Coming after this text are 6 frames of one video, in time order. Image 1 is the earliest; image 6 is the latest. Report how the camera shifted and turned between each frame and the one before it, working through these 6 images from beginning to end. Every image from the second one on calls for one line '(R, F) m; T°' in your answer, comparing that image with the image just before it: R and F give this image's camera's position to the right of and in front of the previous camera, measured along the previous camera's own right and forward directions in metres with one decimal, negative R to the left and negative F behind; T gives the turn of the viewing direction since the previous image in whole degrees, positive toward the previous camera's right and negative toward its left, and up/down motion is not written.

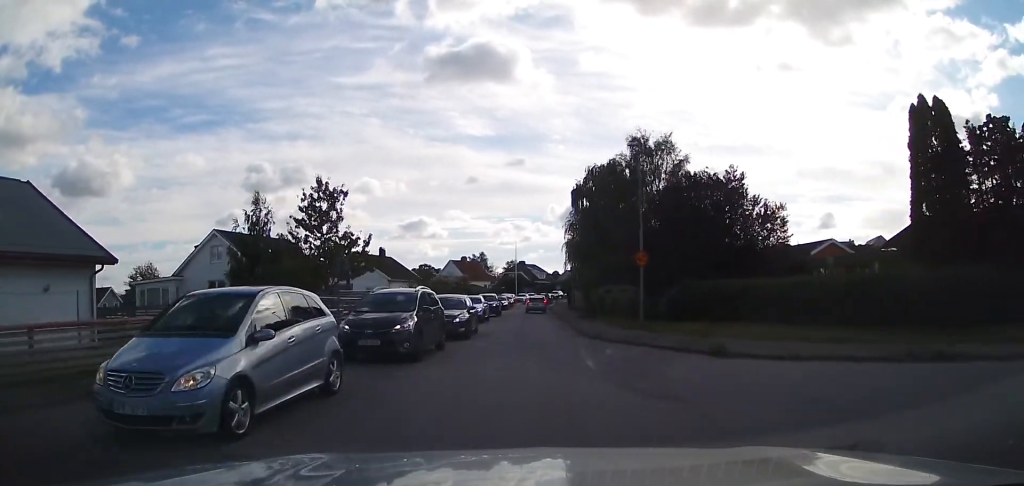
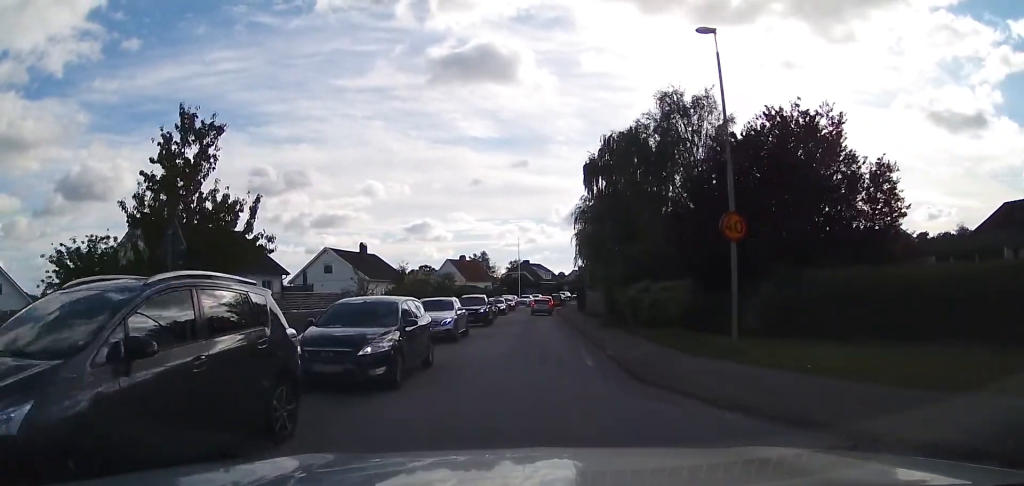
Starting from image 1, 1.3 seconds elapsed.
(+0.3, +10.2) m; 0°
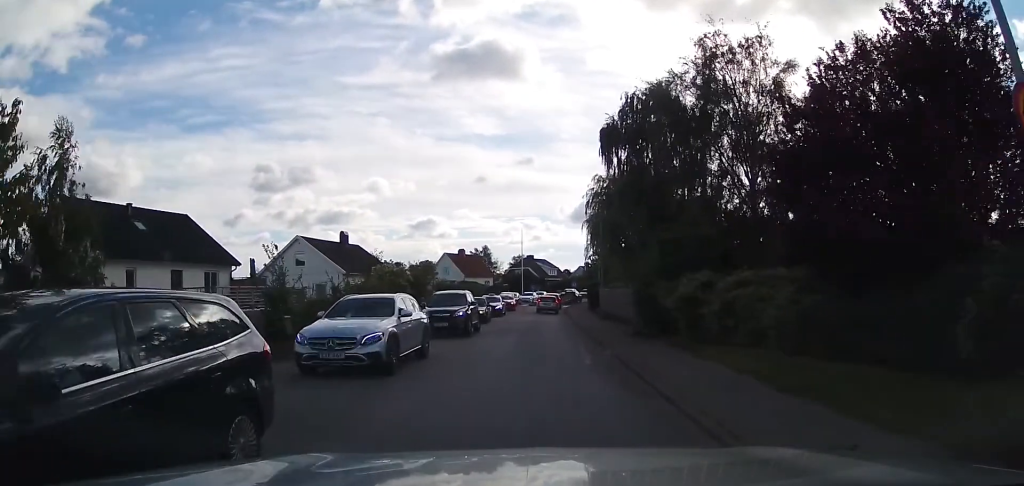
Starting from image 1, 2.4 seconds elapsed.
(-0.4, +8.2) m; -4°
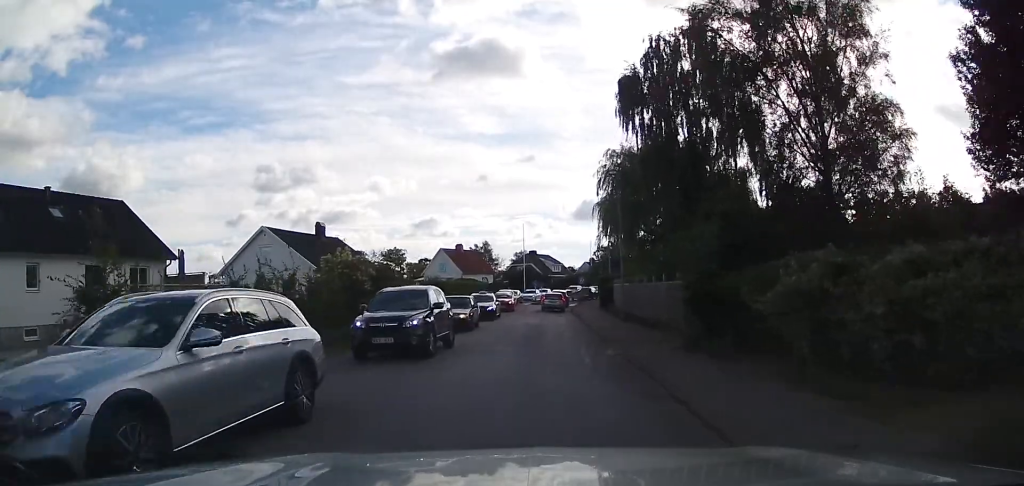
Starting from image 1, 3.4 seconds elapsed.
(0.0, +7.2) m; +2°
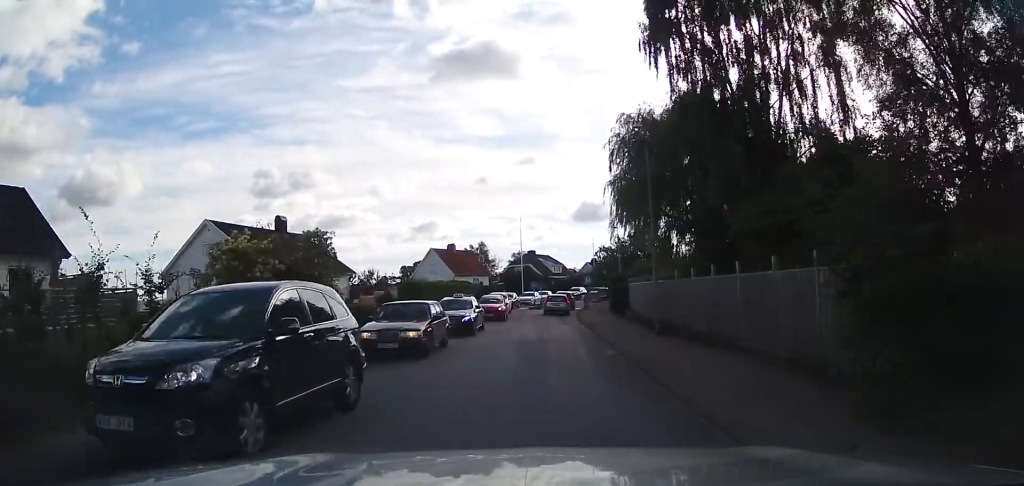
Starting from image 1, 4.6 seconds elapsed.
(+0.3, +7.9) m; +2°
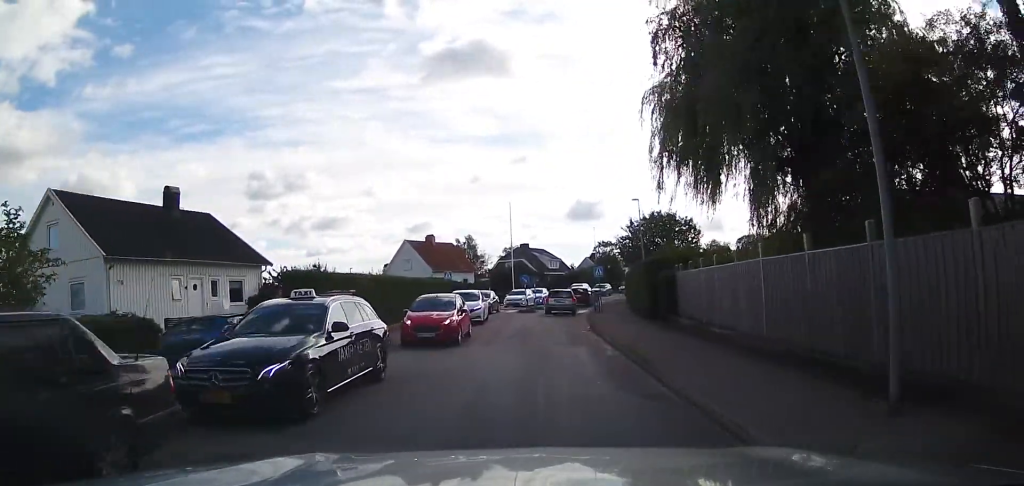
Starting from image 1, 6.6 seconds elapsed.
(-0.5, +13.4) m; -4°
